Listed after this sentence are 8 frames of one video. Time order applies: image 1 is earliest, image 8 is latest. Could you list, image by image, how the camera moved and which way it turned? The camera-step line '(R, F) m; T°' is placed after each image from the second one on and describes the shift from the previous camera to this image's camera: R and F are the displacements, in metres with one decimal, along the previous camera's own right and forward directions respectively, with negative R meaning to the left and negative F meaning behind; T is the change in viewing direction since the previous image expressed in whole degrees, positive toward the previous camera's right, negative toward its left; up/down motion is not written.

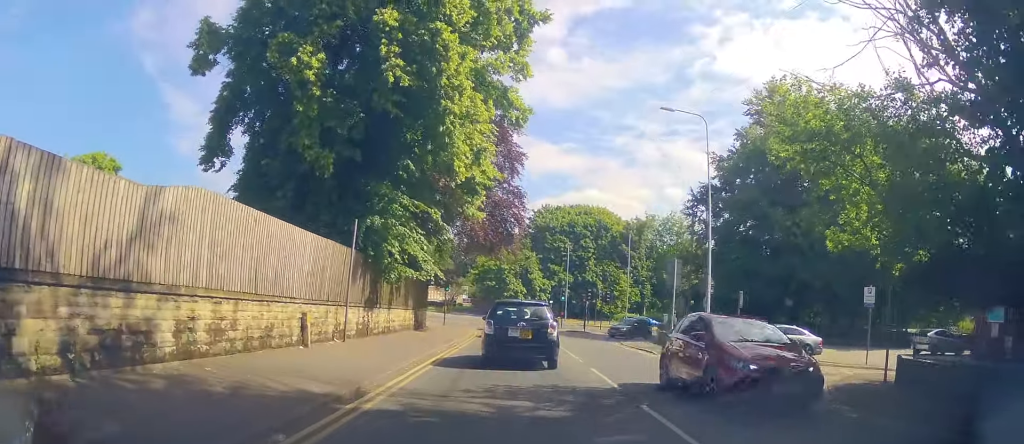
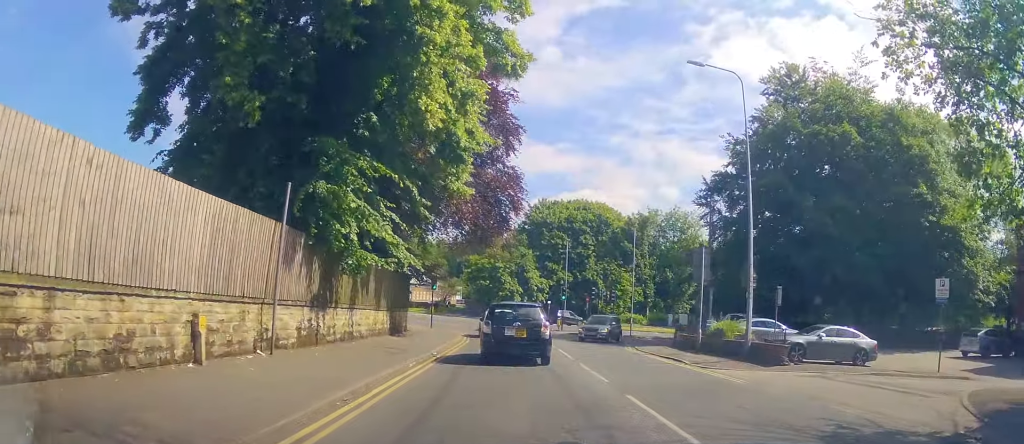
(+0.1, +4.4) m; +2°
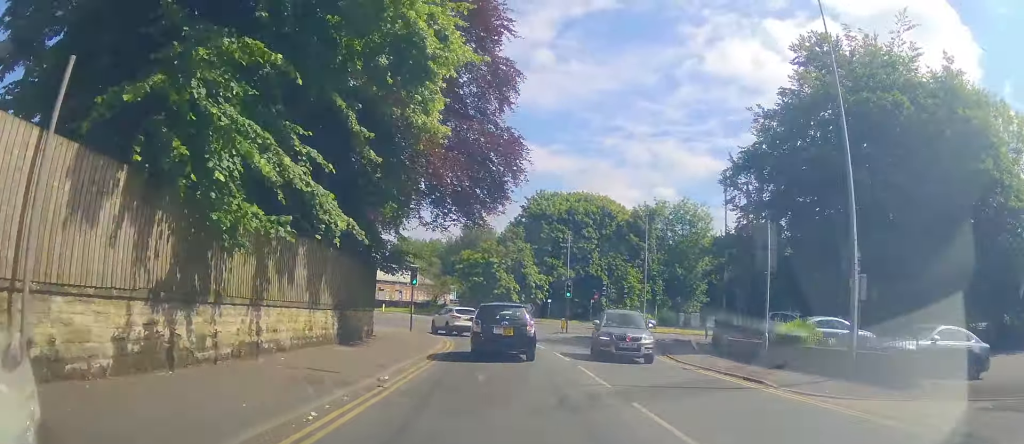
(0.0, +5.9) m; -3°
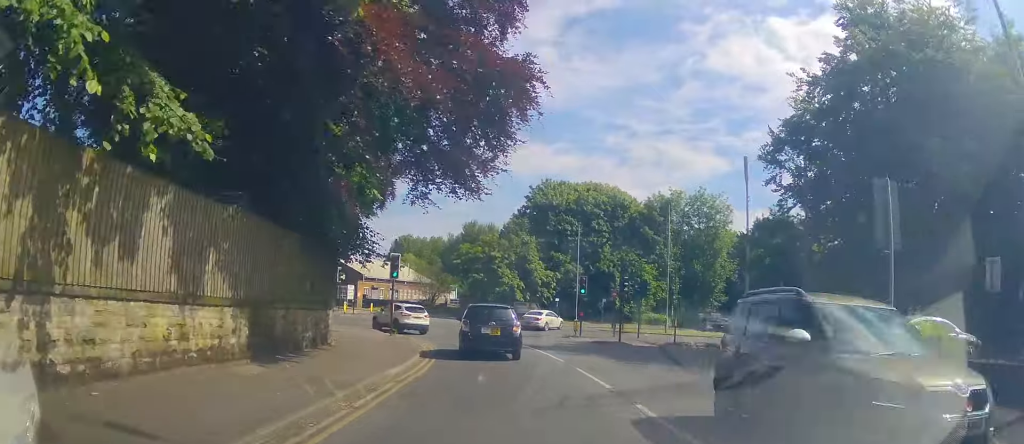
(-0.3, +5.7) m; -1°
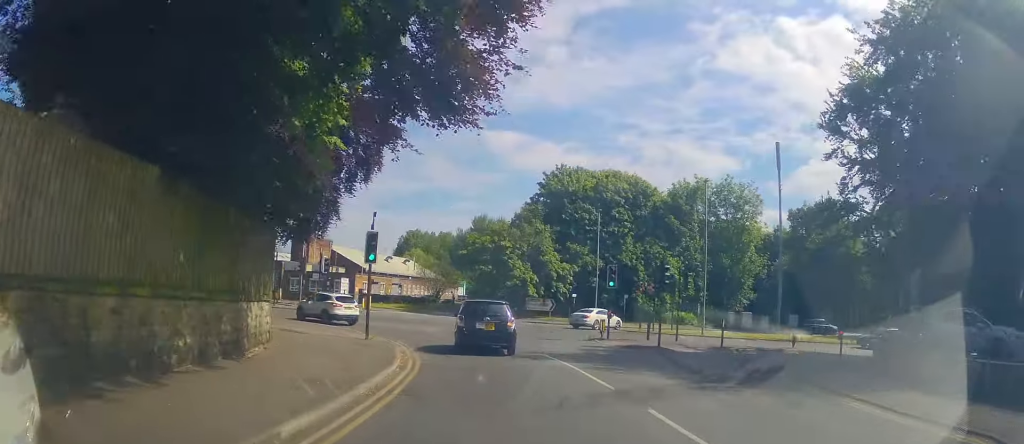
(0.0, +5.6) m; 0°
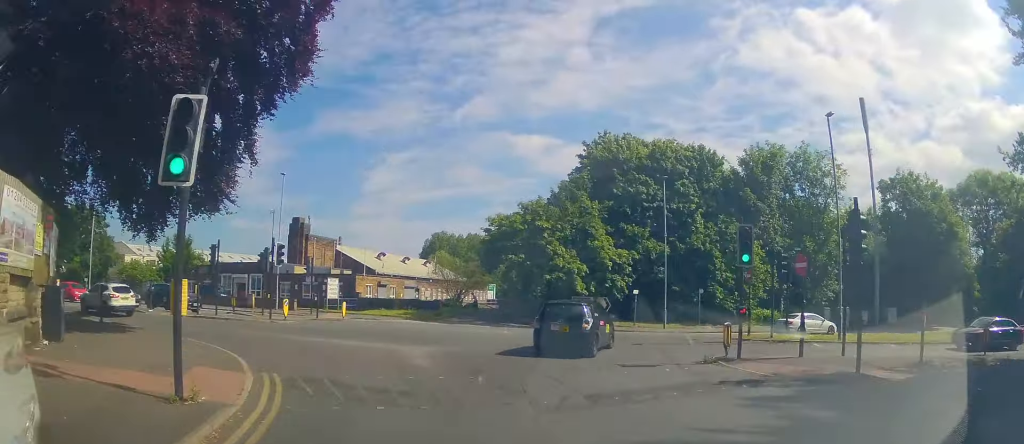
(-0.1, +12.8) m; -5°
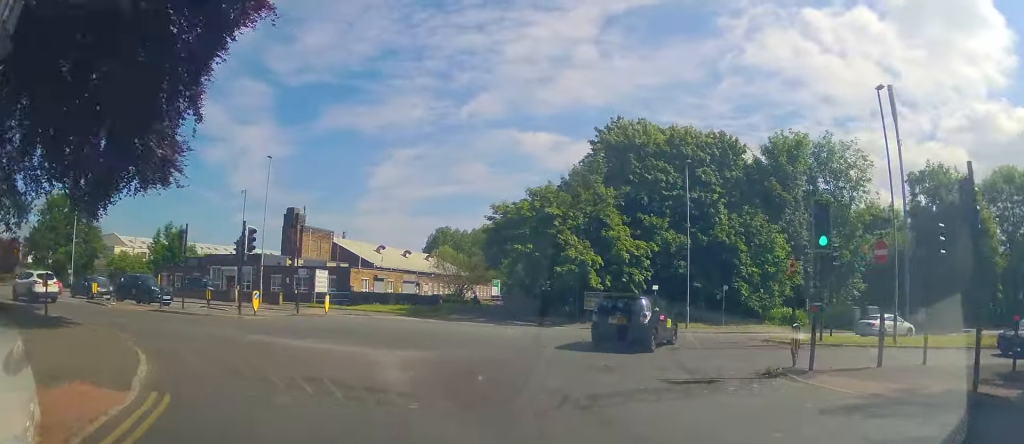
(-0.1, +3.9) m; +1°
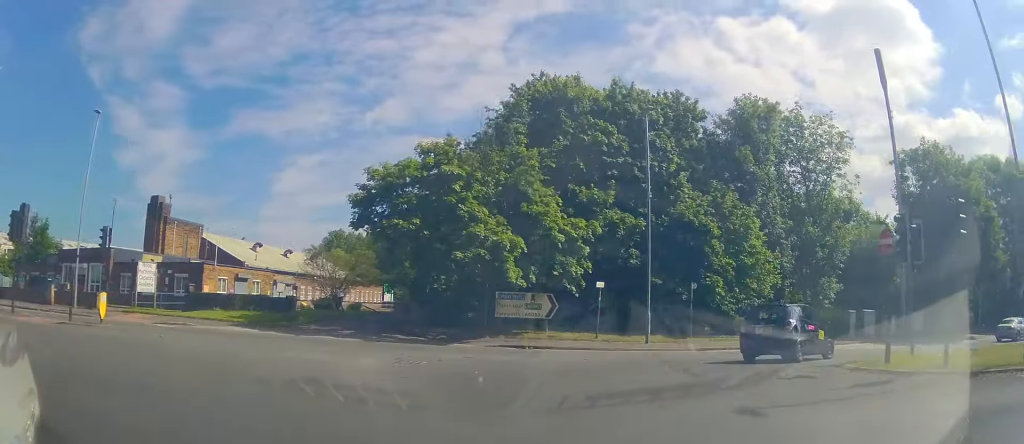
(+0.6, +11.5) m; +11°
